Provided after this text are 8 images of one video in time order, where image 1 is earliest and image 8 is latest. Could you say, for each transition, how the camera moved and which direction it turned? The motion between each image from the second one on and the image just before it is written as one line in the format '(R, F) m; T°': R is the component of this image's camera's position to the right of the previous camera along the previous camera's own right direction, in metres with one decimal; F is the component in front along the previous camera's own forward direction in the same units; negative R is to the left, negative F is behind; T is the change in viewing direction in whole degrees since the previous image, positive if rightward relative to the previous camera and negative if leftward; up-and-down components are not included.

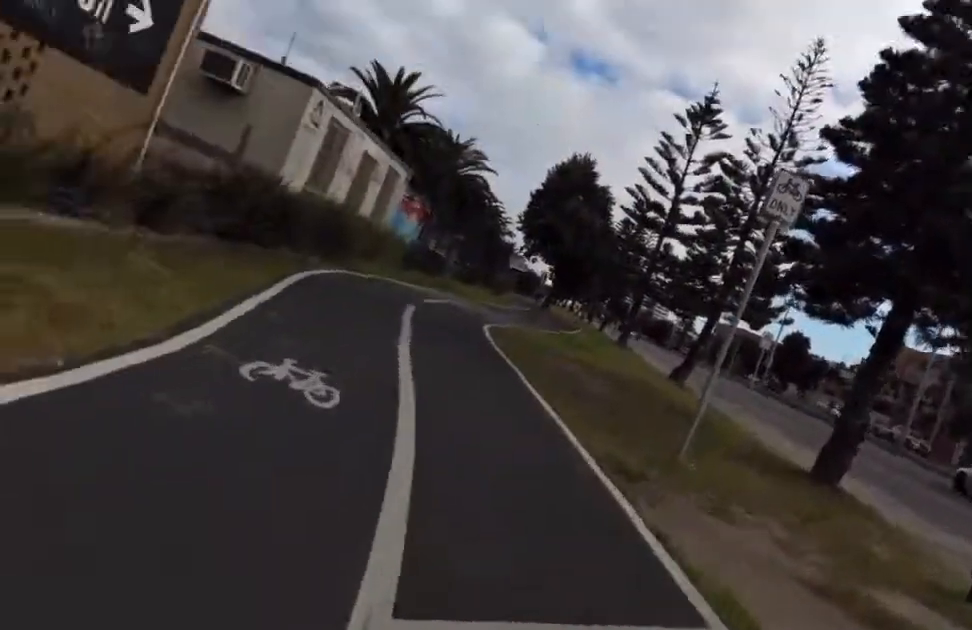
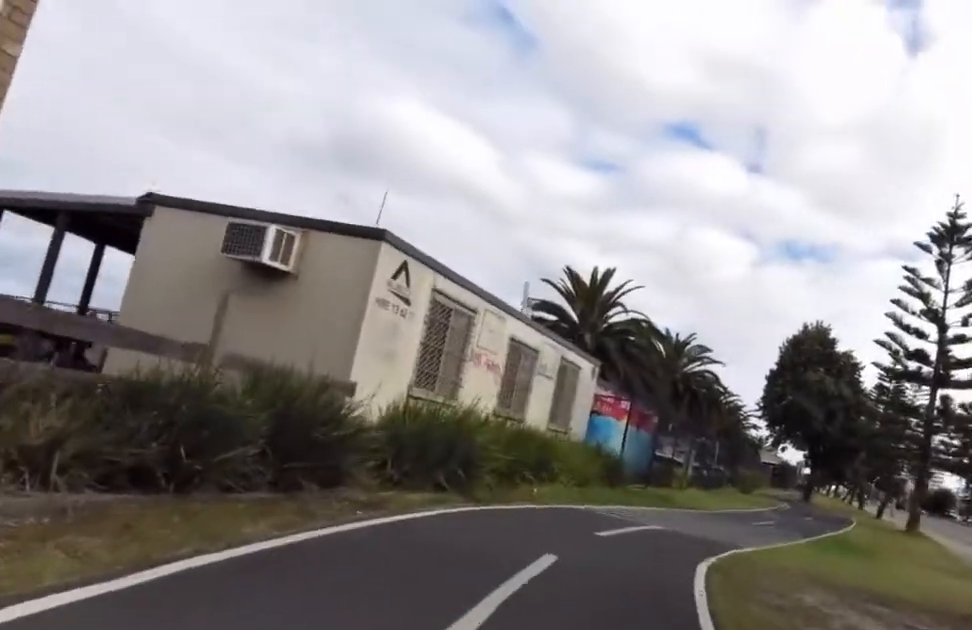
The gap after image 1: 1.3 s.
(-1.5, +5.3) m; -32°
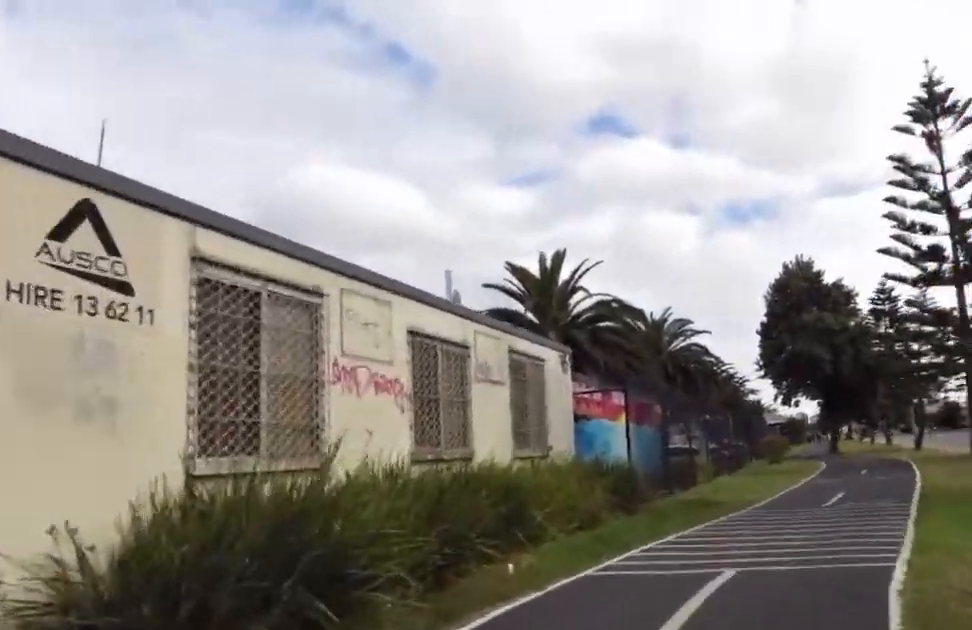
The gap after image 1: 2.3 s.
(-0.5, +4.2) m; -10°
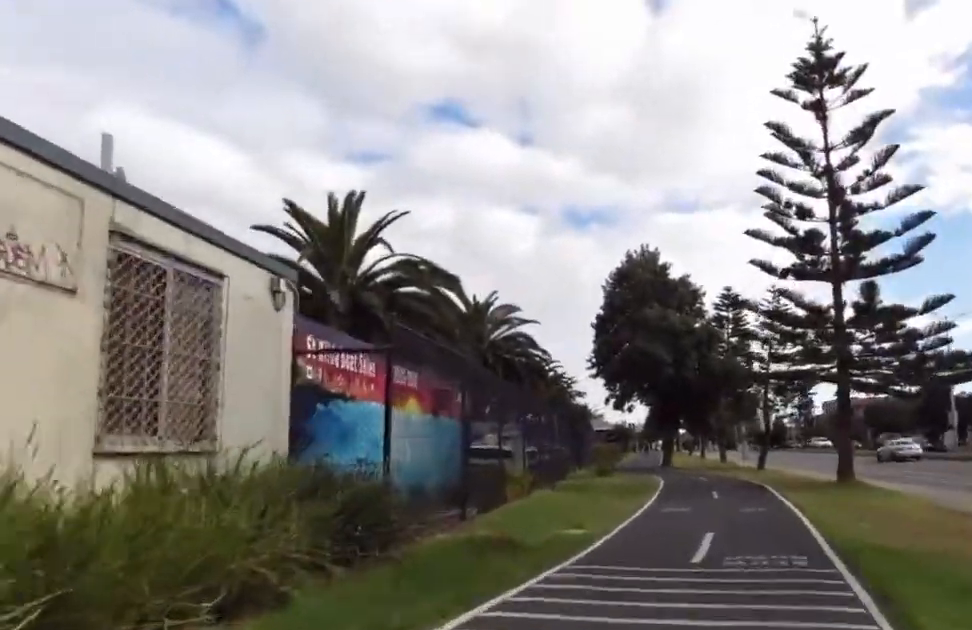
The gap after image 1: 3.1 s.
(-0.2, +4.5) m; +3°
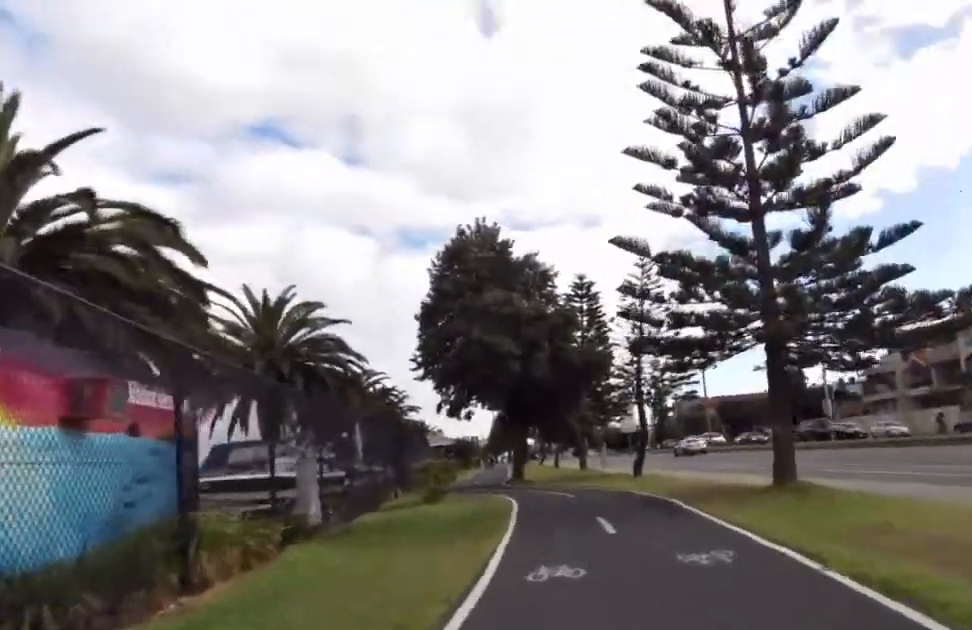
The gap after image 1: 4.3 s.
(+0.7, +6.5) m; +8°
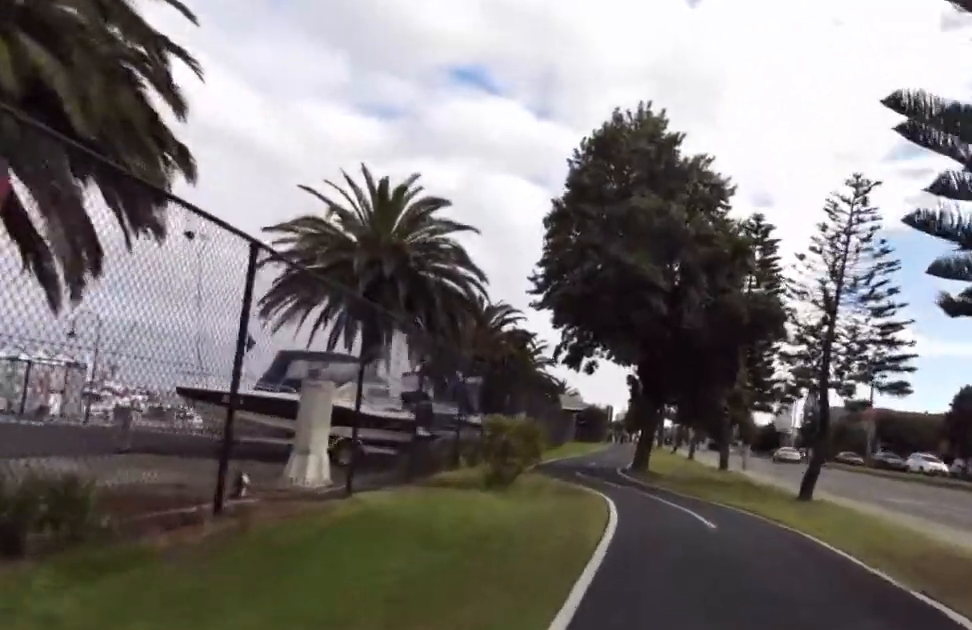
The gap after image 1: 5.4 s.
(-0.1, +6.8) m; -11°
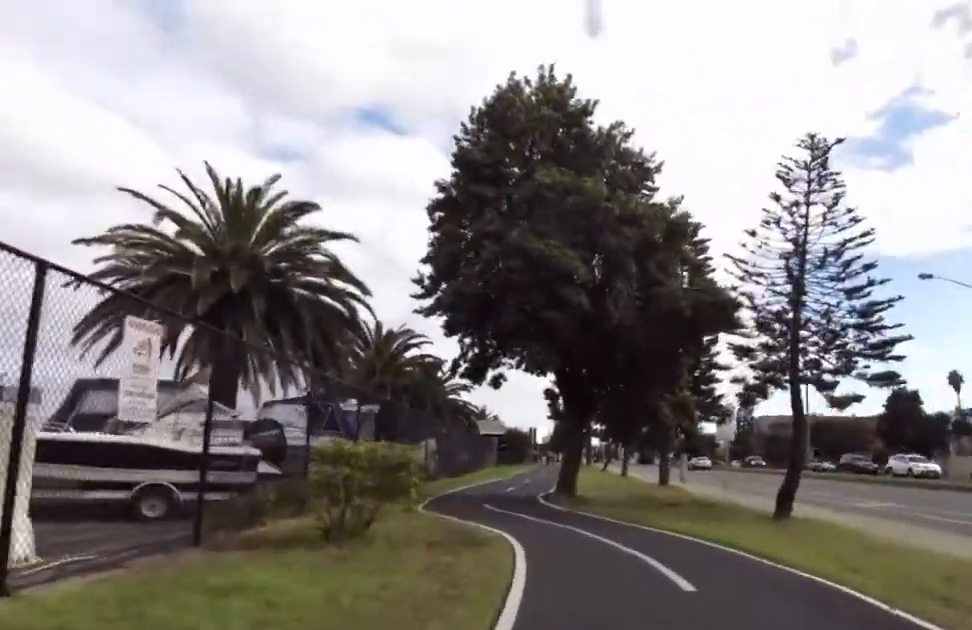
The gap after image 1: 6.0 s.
(-0.6, +3.9) m; -4°
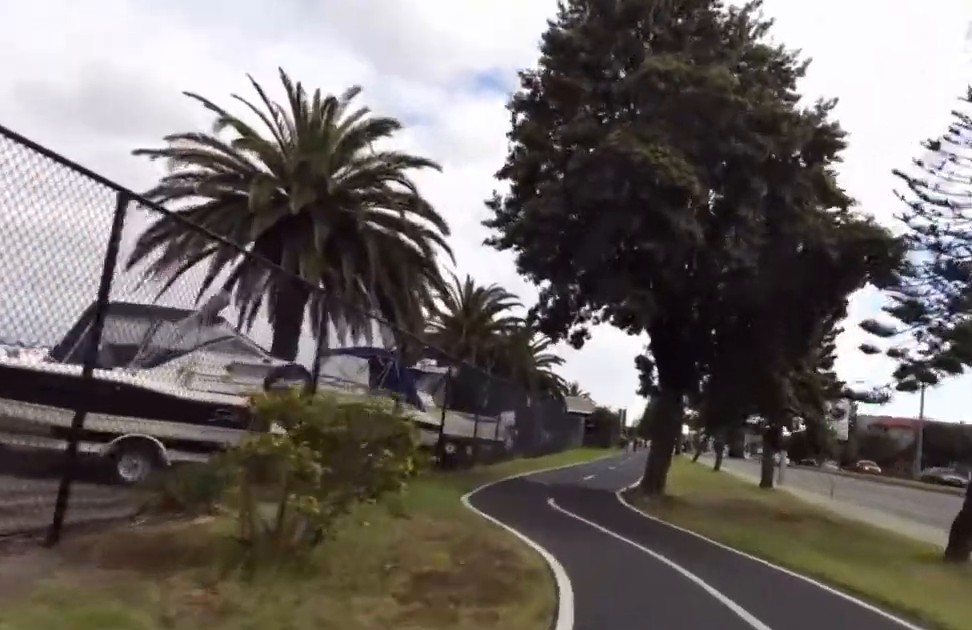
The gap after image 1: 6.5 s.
(-0.2, +3.3) m; -1°
